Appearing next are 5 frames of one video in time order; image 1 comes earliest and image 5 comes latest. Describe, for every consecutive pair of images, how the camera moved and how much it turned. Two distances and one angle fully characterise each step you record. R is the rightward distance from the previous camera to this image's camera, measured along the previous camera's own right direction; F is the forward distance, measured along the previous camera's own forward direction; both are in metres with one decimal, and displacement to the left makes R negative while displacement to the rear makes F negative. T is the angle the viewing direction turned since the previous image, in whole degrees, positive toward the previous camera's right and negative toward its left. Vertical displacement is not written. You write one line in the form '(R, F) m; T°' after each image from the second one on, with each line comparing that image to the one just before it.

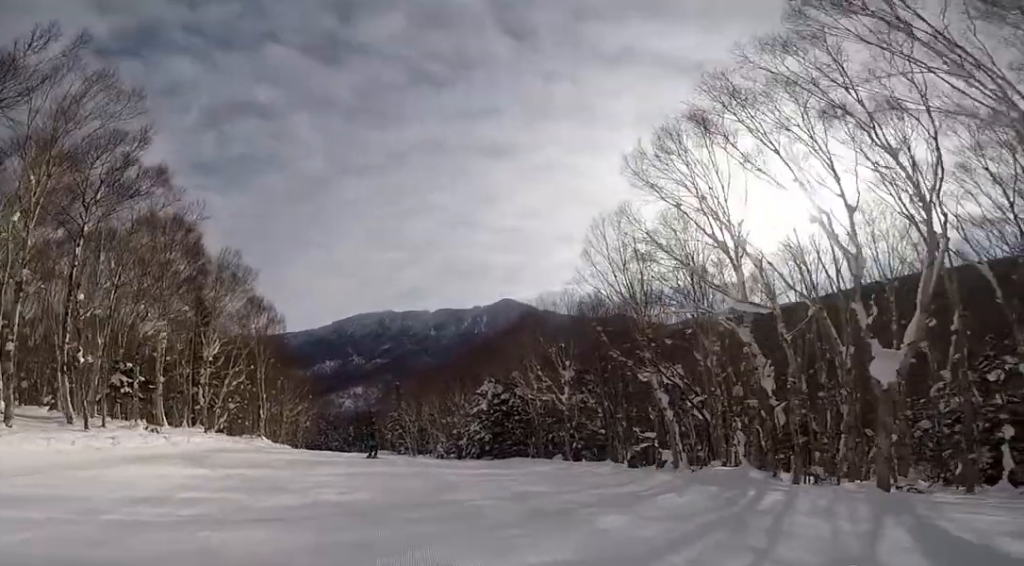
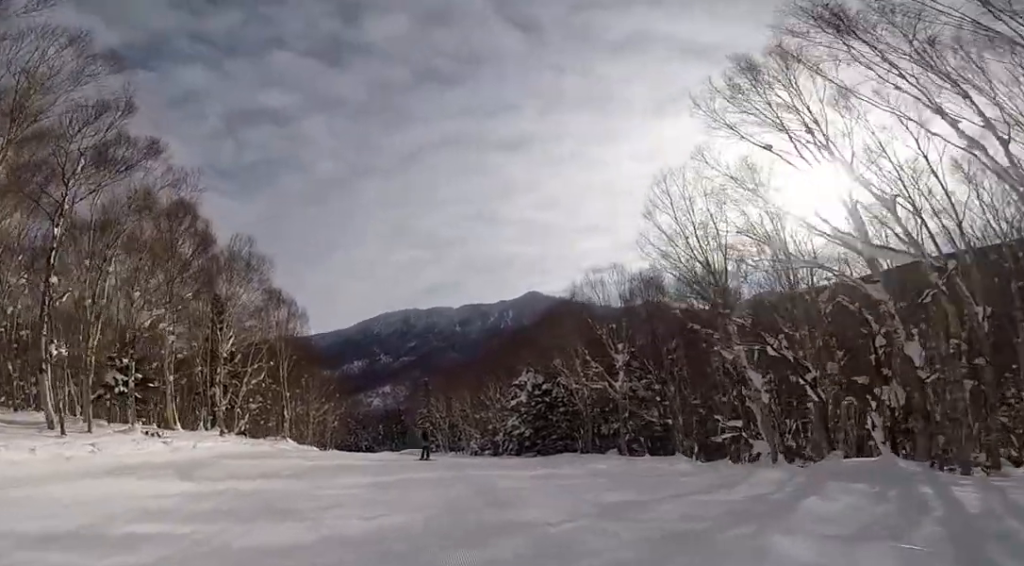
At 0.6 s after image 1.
(0.0, +3.4) m; 0°
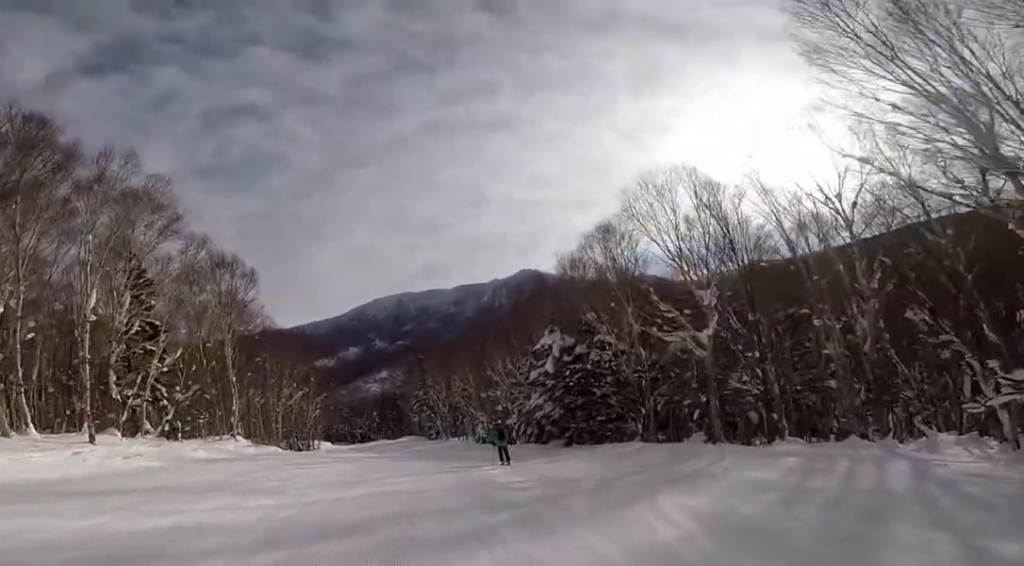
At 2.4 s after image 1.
(0.0, +10.6) m; 0°
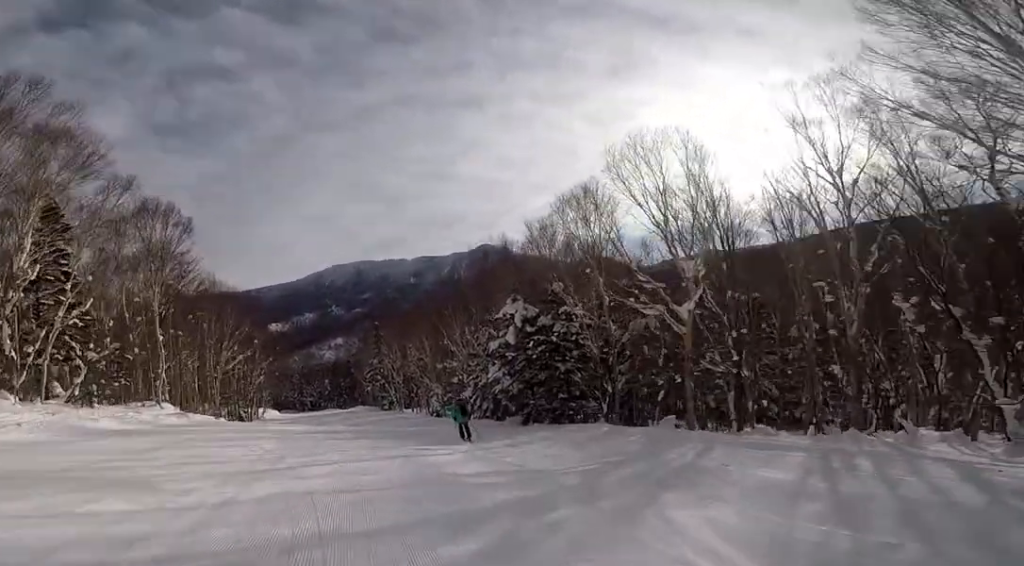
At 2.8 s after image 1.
(0.0, +2.6) m; 0°
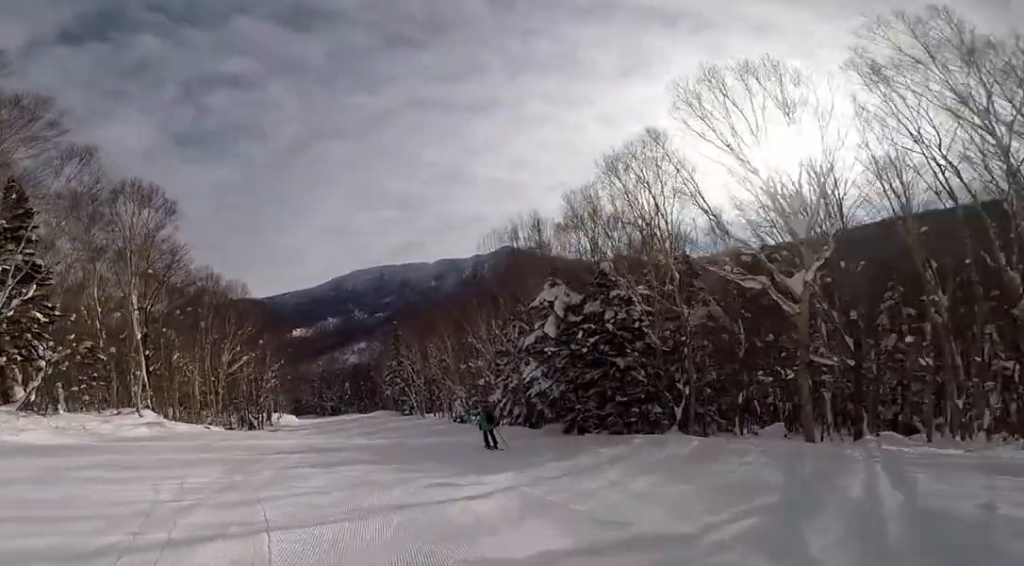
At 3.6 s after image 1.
(-0.1, +4.6) m; -6°
